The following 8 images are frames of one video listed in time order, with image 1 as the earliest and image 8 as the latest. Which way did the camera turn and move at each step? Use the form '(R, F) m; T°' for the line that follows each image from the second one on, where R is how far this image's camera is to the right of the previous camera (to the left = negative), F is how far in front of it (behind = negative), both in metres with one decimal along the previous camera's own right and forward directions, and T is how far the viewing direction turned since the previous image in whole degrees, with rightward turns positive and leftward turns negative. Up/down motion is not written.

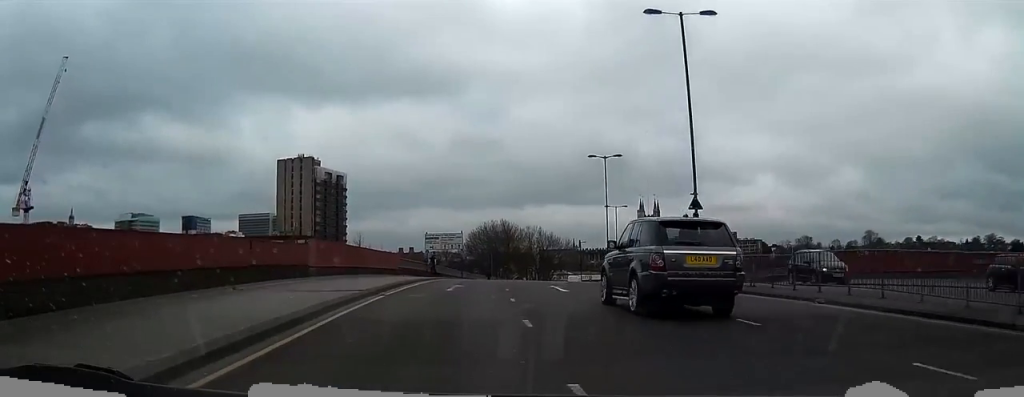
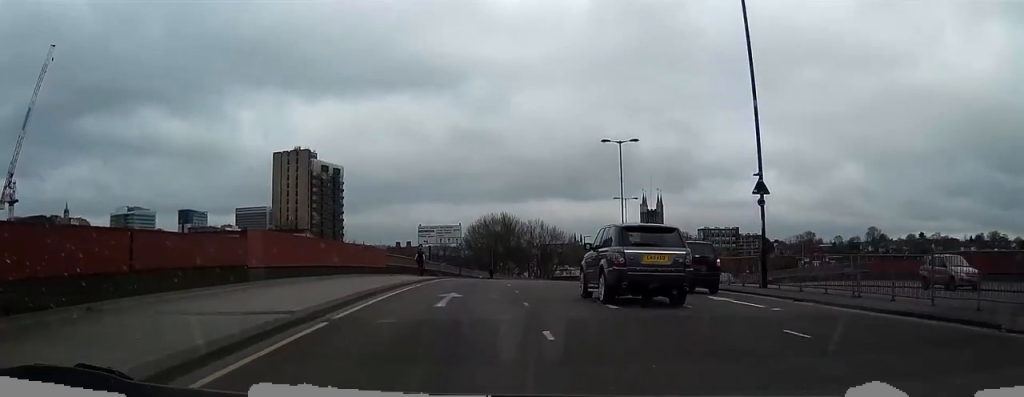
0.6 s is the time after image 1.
(0.0, +7.5) m; 0°
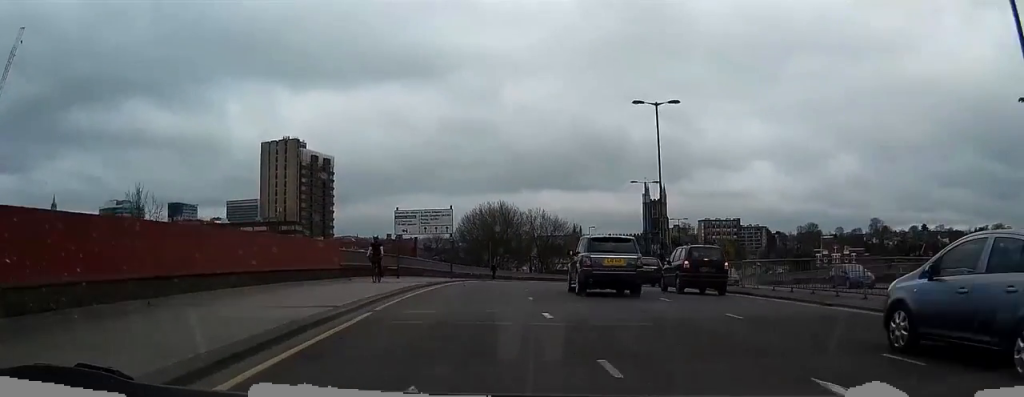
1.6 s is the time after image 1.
(0.0, +14.1) m; 0°
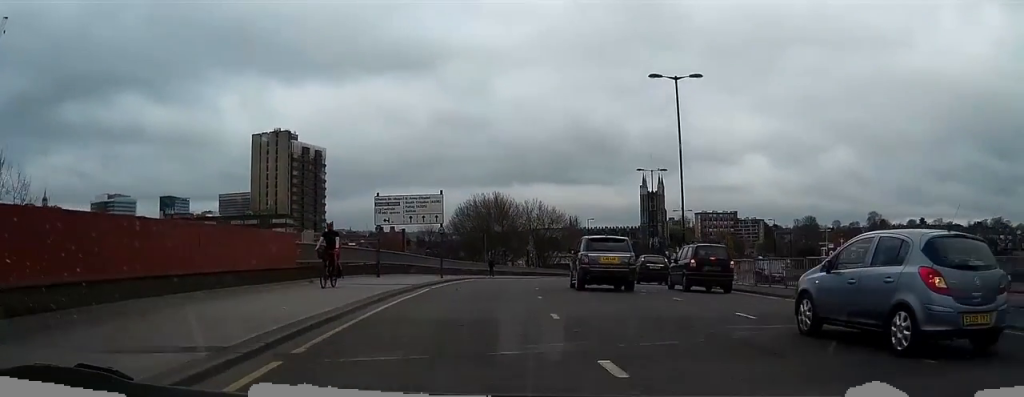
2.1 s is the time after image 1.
(0.0, +6.2) m; 0°
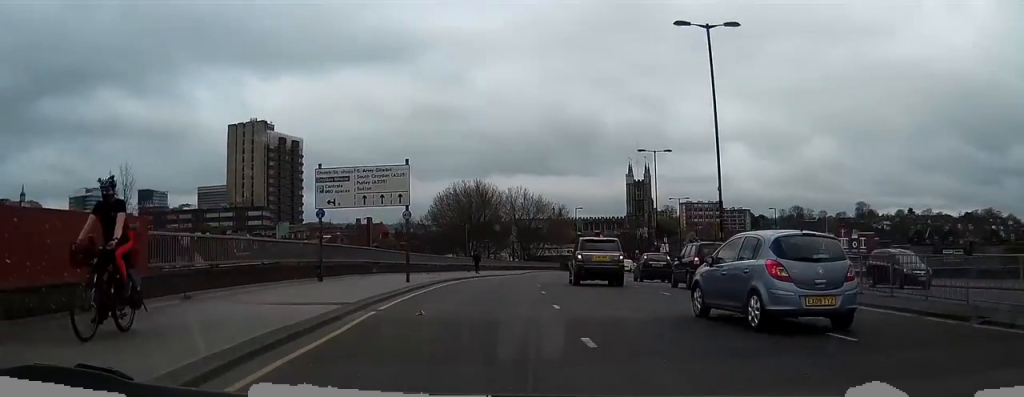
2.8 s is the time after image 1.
(-0.1, +9.3) m; +1°
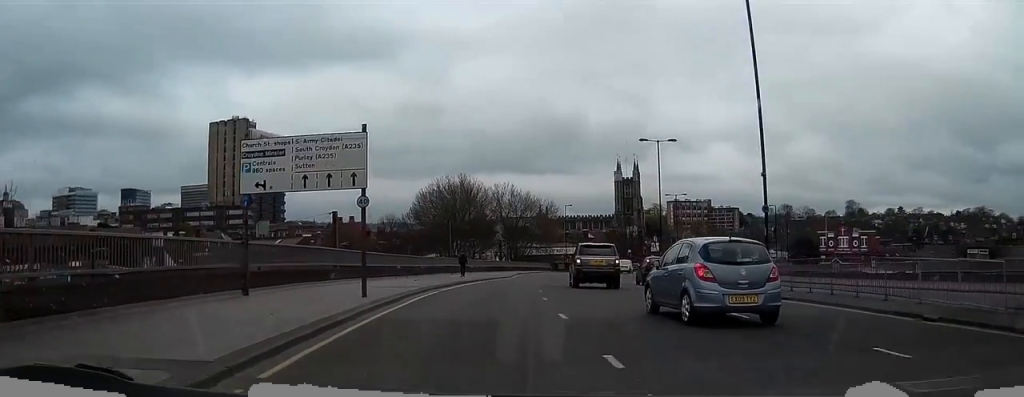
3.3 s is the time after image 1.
(+0.2, +6.6) m; +2°
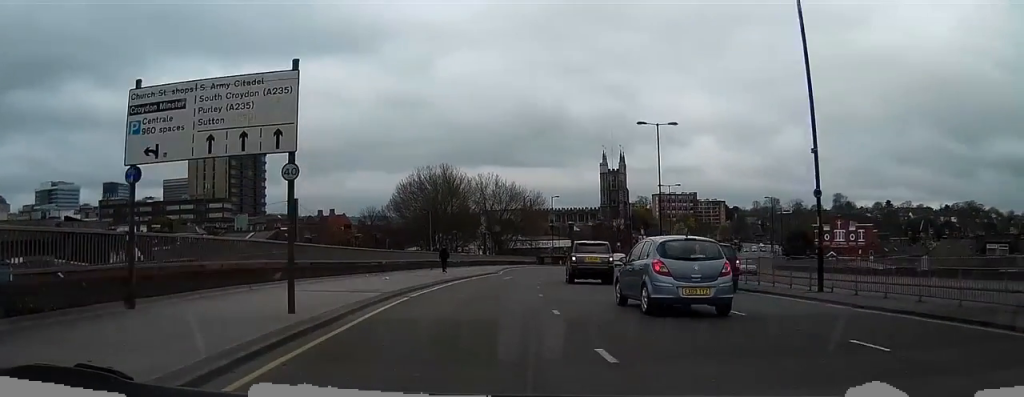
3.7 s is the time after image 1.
(0.0, +5.3) m; +1°
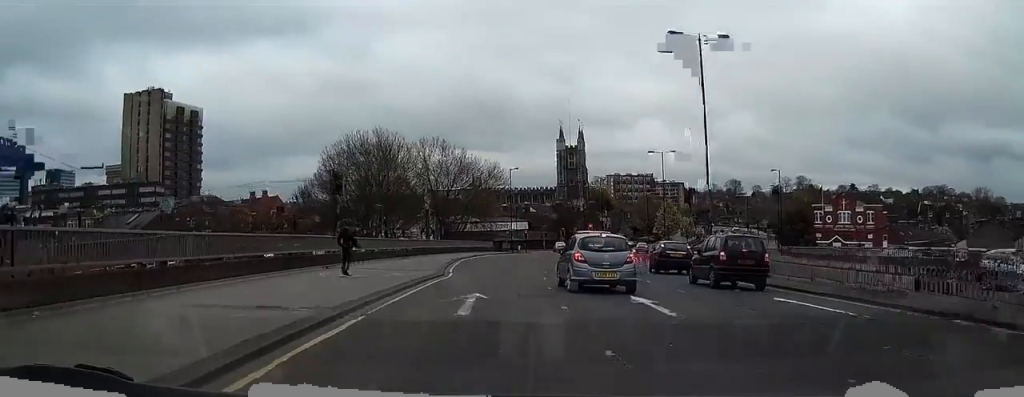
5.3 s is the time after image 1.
(+0.7, +21.4) m; +2°
